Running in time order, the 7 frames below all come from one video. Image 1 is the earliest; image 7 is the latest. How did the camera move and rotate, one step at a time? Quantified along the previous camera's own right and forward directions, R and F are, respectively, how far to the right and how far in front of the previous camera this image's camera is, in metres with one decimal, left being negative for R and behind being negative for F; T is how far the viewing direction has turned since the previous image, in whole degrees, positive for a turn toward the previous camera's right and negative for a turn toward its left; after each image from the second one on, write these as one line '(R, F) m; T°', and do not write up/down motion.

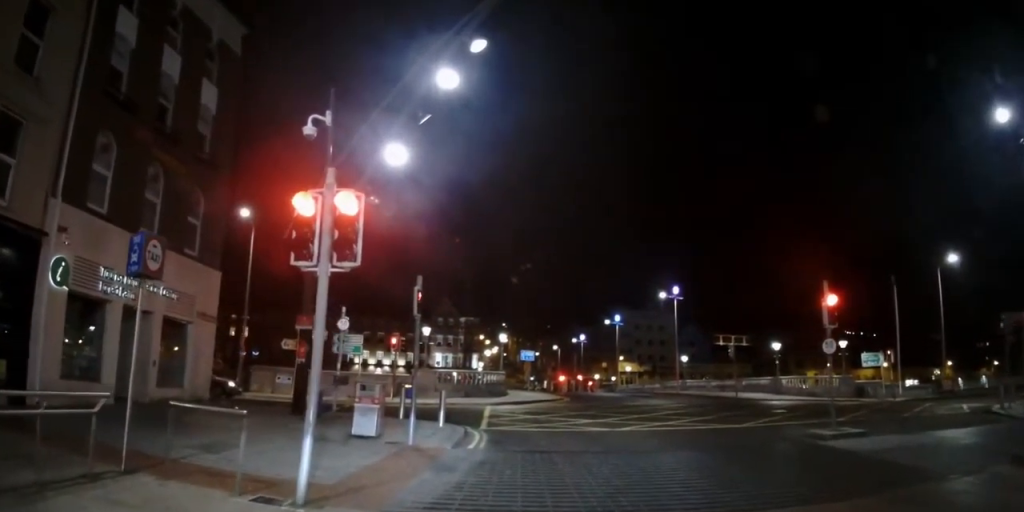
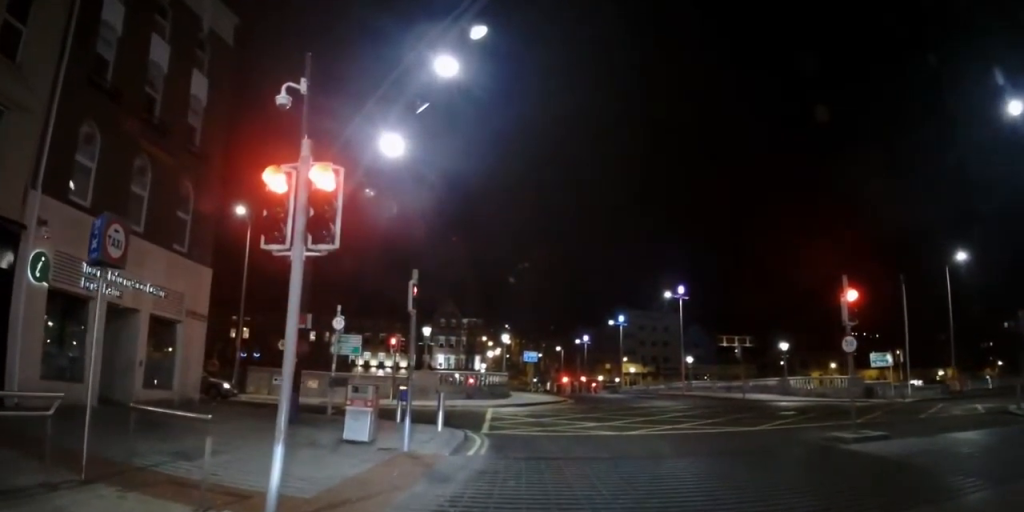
(0.0, +1.0) m; -1°
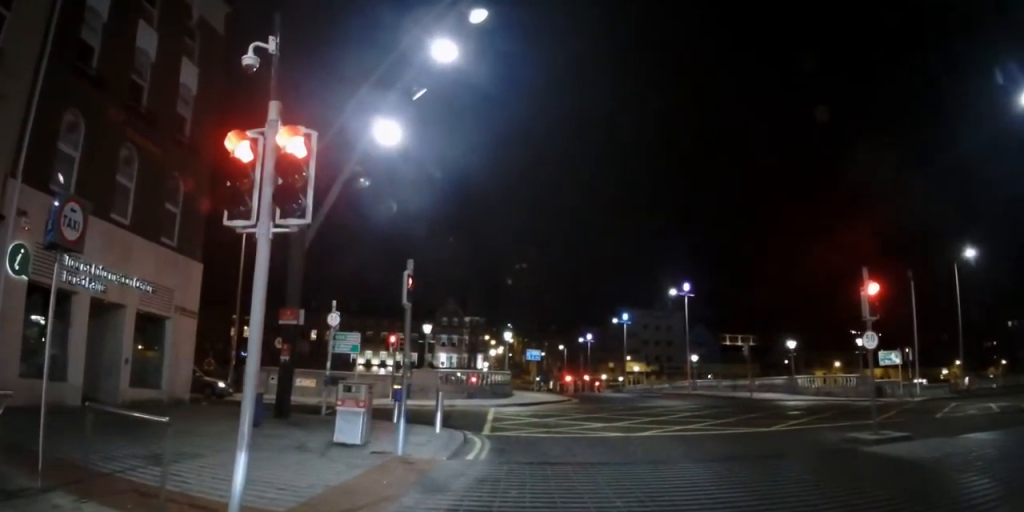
(-0.1, +0.9) m; 0°
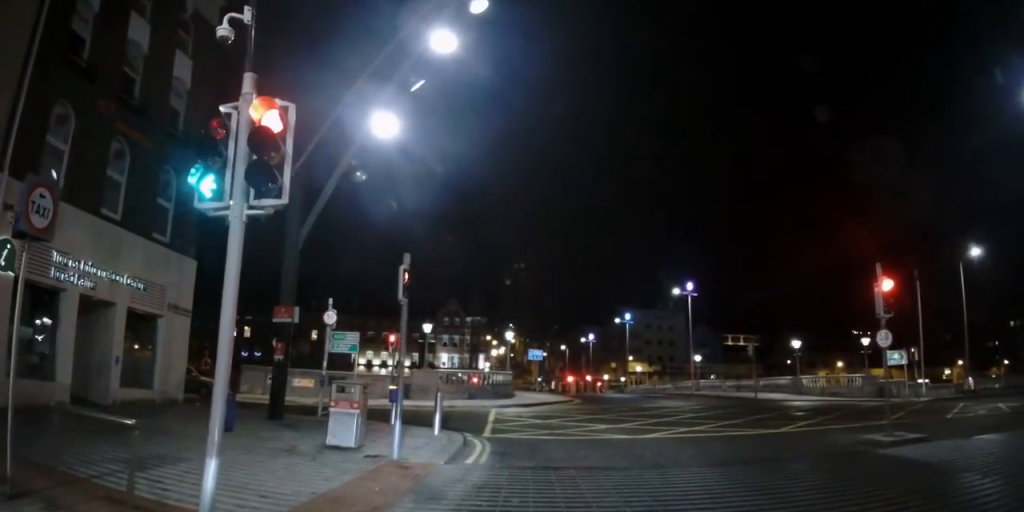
(+0.1, +0.6) m; 0°
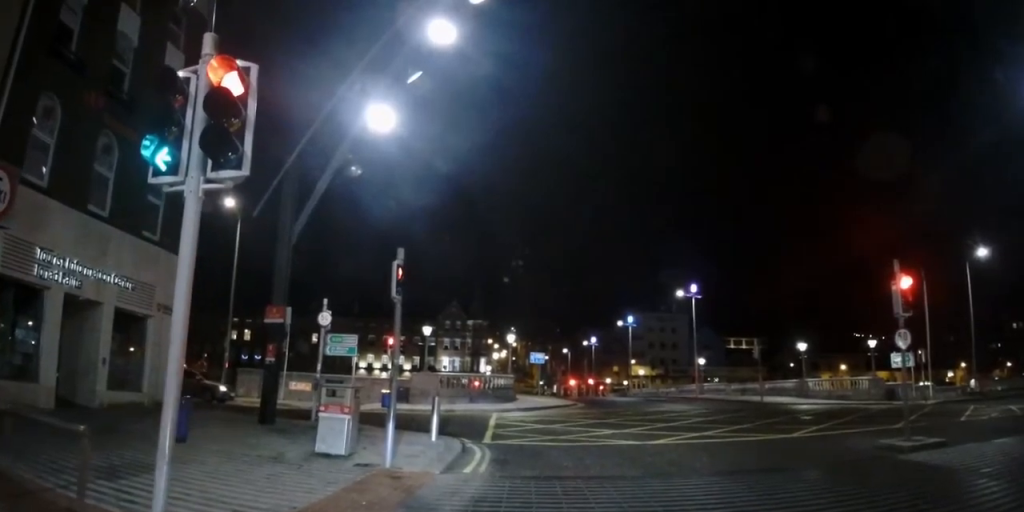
(+0.2, +0.7) m; 0°
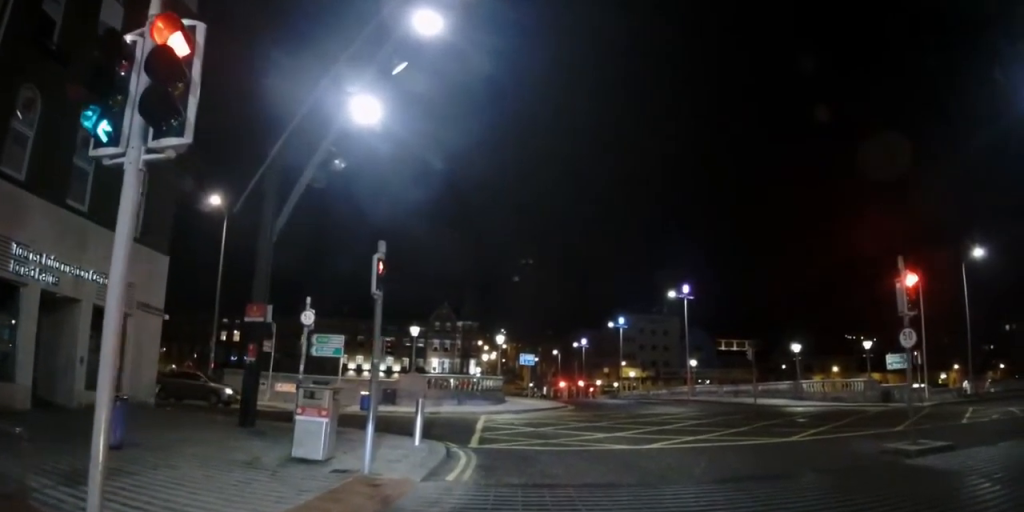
(+0.1, +0.2) m; 0°
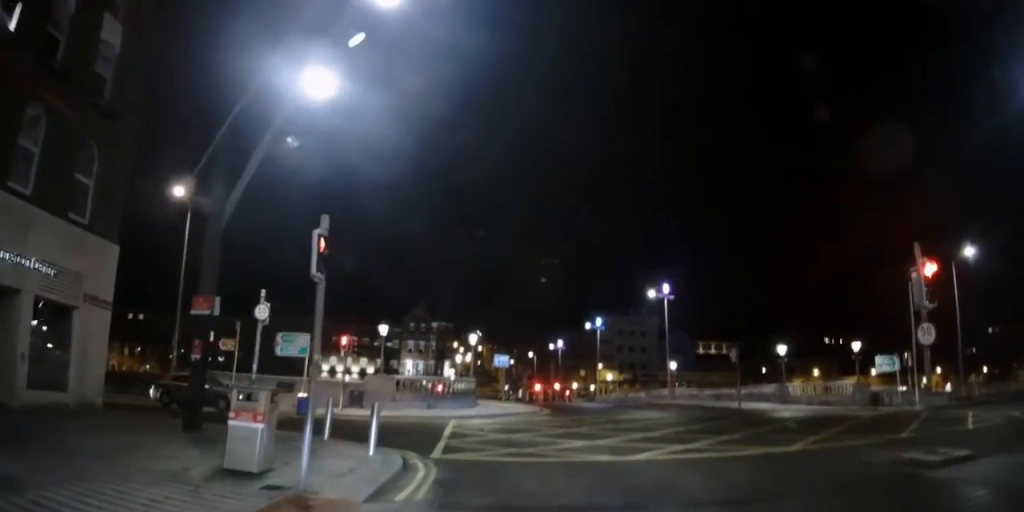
(+0.3, +1.1) m; +4°
